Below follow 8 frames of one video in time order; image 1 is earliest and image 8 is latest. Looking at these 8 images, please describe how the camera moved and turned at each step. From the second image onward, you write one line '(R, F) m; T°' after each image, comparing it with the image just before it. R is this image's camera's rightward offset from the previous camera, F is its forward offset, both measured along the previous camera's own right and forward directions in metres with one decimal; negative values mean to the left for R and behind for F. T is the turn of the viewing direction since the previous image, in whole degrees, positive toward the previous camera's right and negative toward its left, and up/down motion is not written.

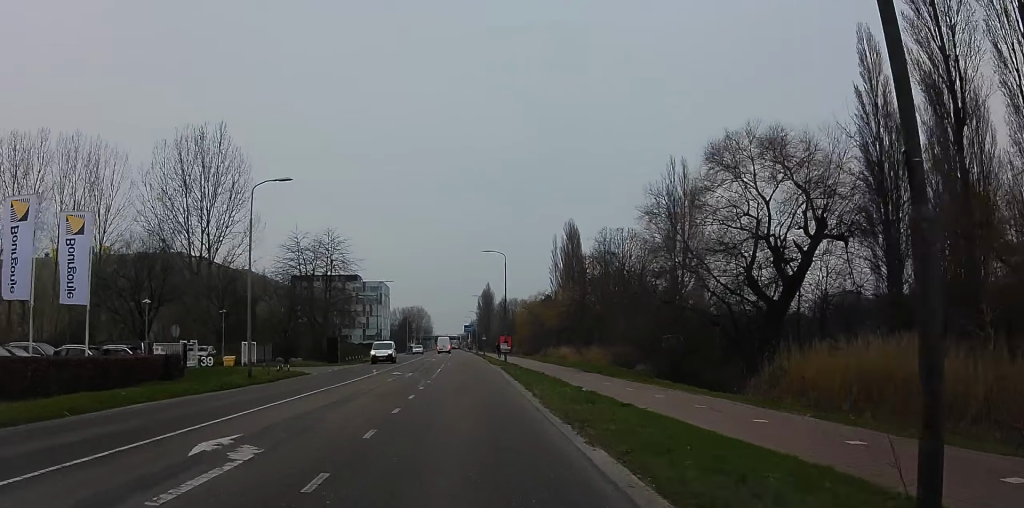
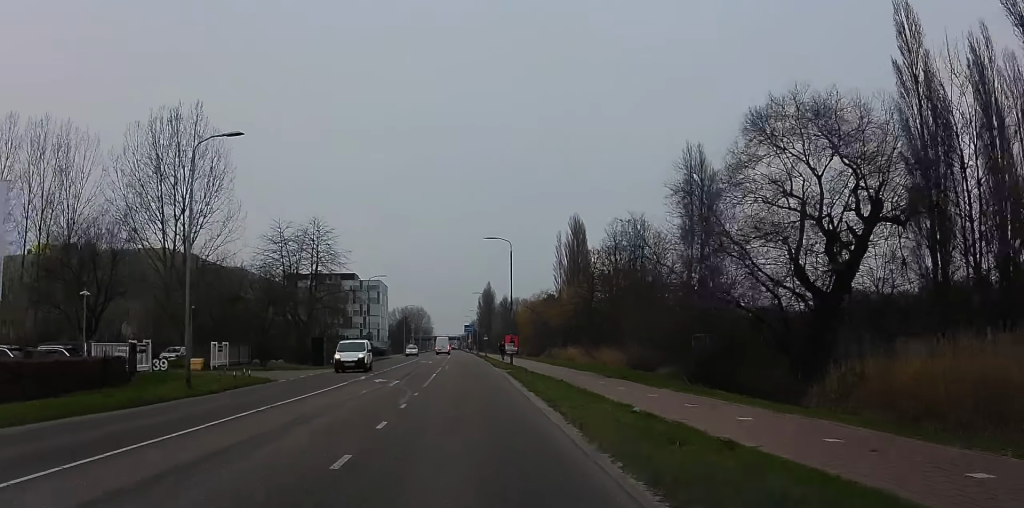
(+0.3, +6.7) m; +1°
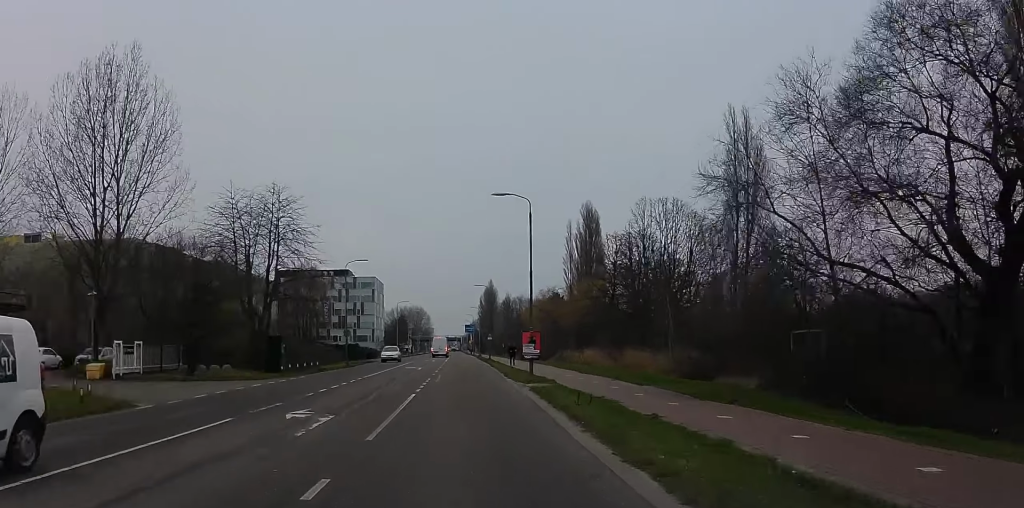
(+0.1, +14.4) m; -4°
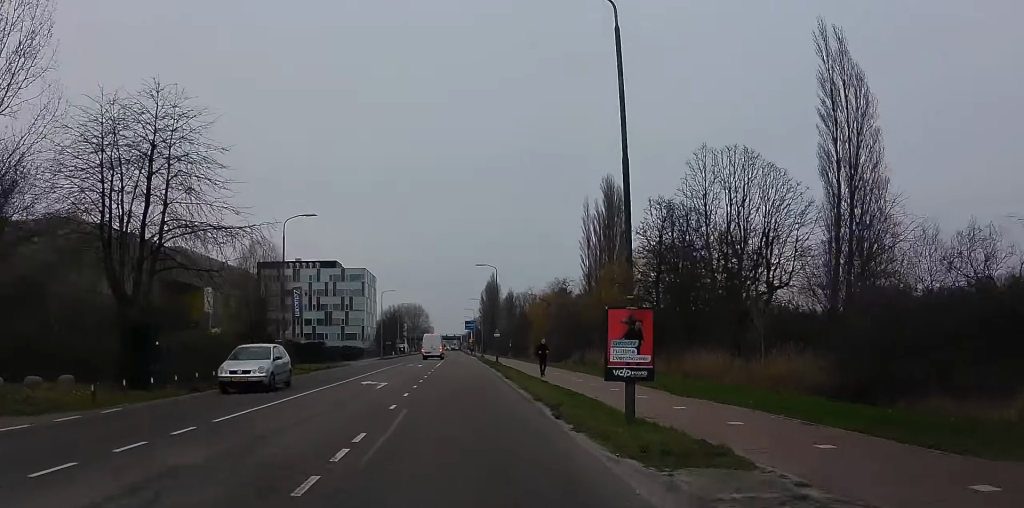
(-1.2, +19.9) m; -1°
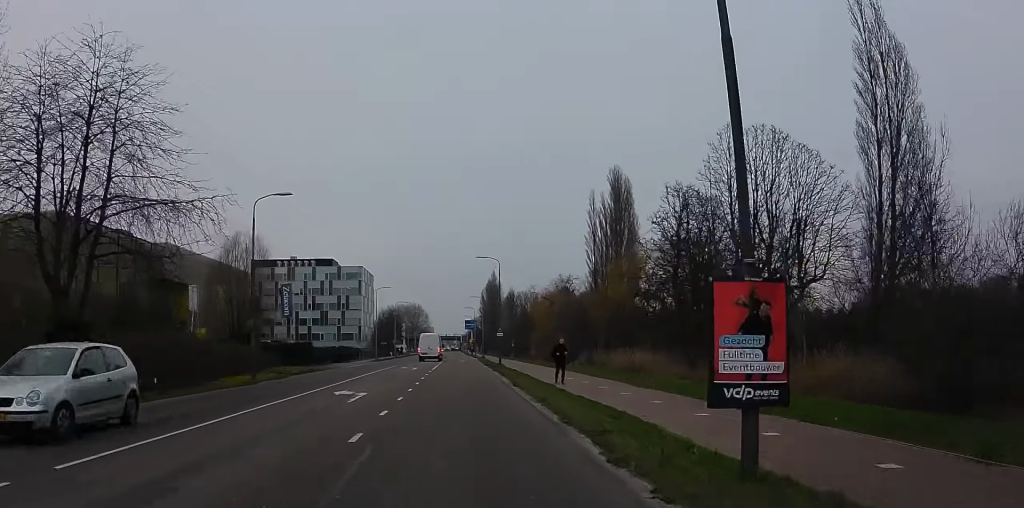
(+0.2, +5.7) m; +1°
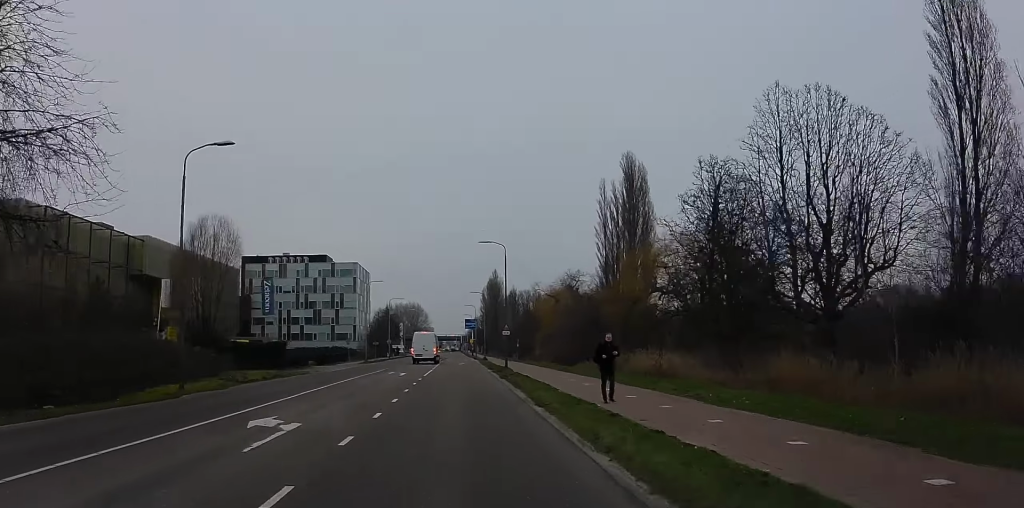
(+0.1, +8.4) m; 0°
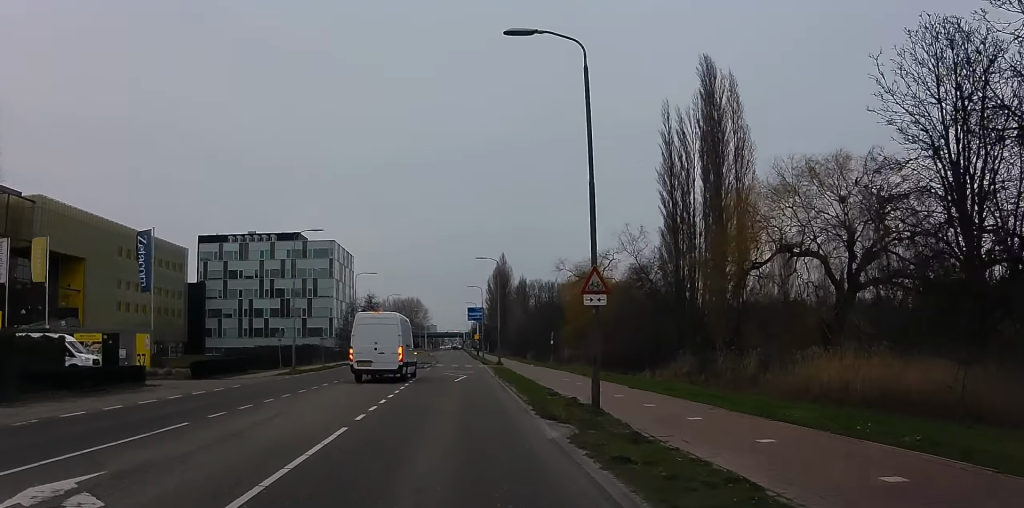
(0.0, +33.6) m; 0°
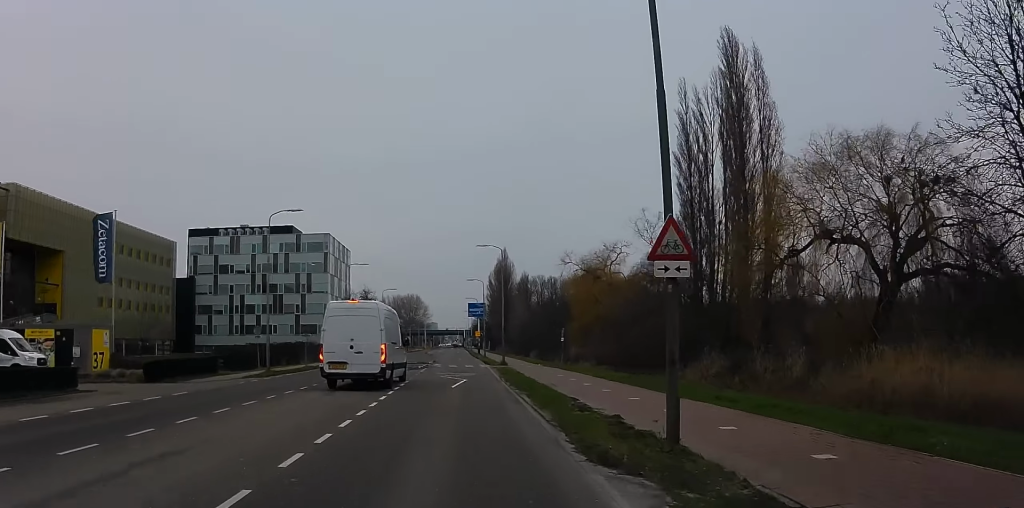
(0.0, +5.9) m; 0°
